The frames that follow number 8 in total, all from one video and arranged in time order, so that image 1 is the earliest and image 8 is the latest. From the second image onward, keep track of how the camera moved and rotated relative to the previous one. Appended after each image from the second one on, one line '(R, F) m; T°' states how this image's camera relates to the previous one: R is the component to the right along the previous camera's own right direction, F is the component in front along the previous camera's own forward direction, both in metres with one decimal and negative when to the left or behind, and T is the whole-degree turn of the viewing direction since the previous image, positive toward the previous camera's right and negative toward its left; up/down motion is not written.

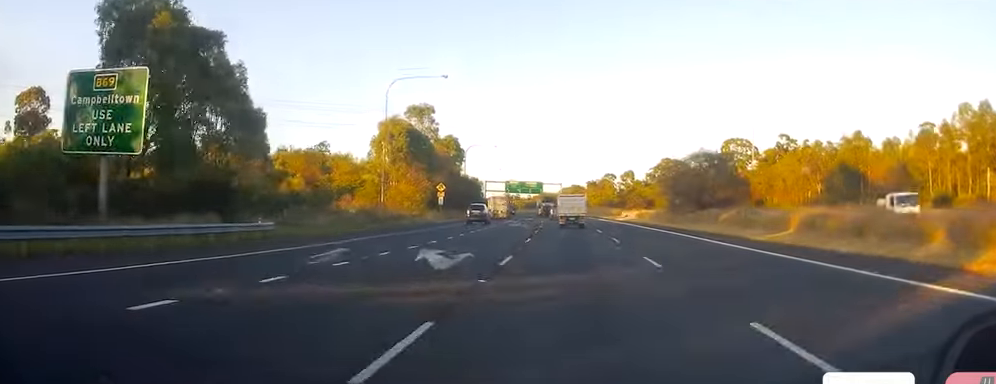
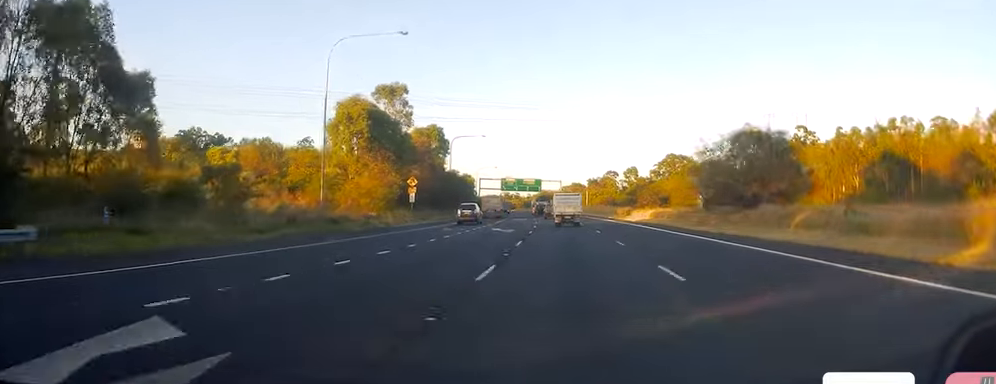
(+0.2, +15.6) m; -1°
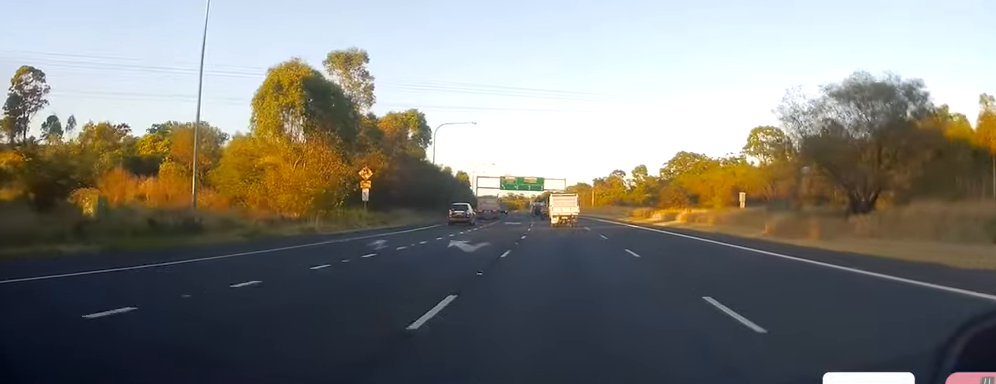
(-0.1, +17.4) m; -1°
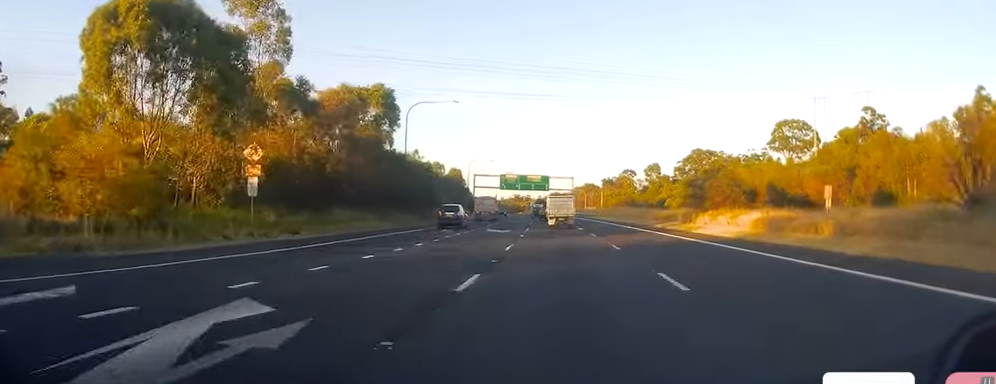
(-0.5, +19.9) m; 0°
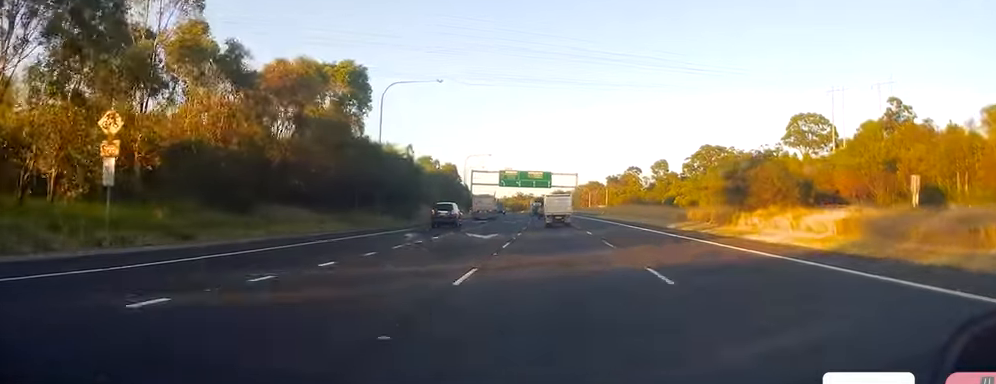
(+0.2, +11.3) m; 0°
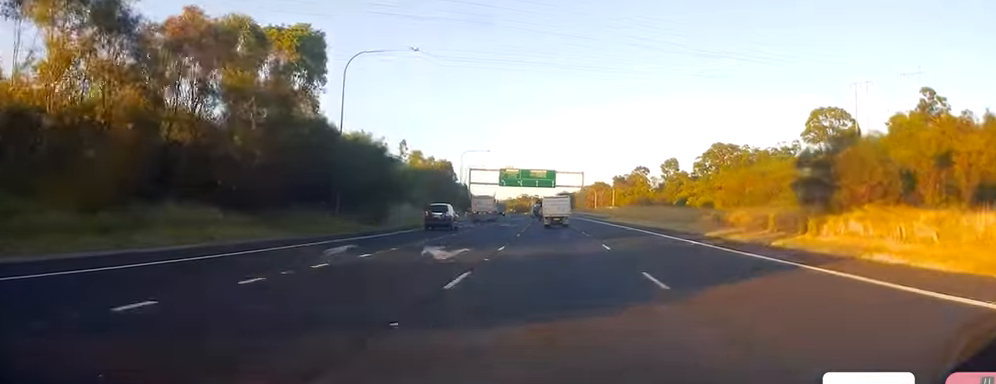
(+0.1, +12.1) m; +1°
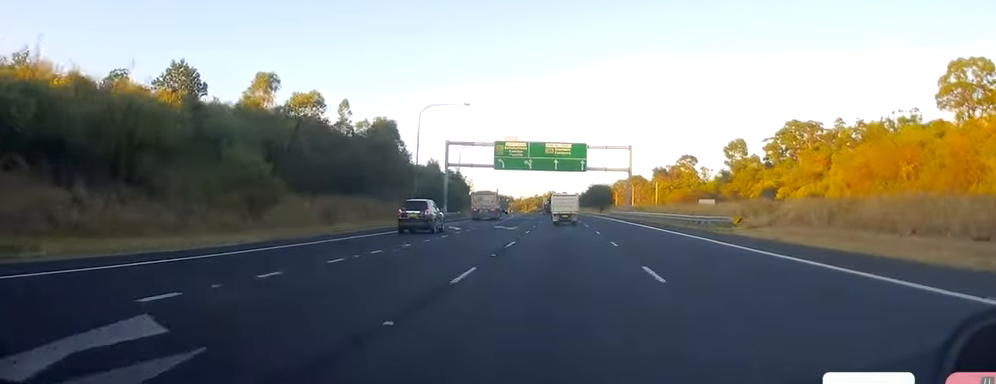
(-1.3, +59.0) m; -2°
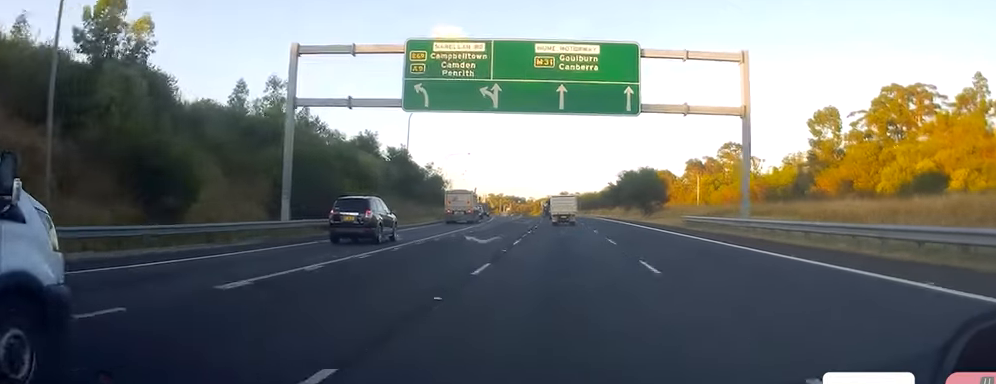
(-0.6, +57.7) m; -2°
